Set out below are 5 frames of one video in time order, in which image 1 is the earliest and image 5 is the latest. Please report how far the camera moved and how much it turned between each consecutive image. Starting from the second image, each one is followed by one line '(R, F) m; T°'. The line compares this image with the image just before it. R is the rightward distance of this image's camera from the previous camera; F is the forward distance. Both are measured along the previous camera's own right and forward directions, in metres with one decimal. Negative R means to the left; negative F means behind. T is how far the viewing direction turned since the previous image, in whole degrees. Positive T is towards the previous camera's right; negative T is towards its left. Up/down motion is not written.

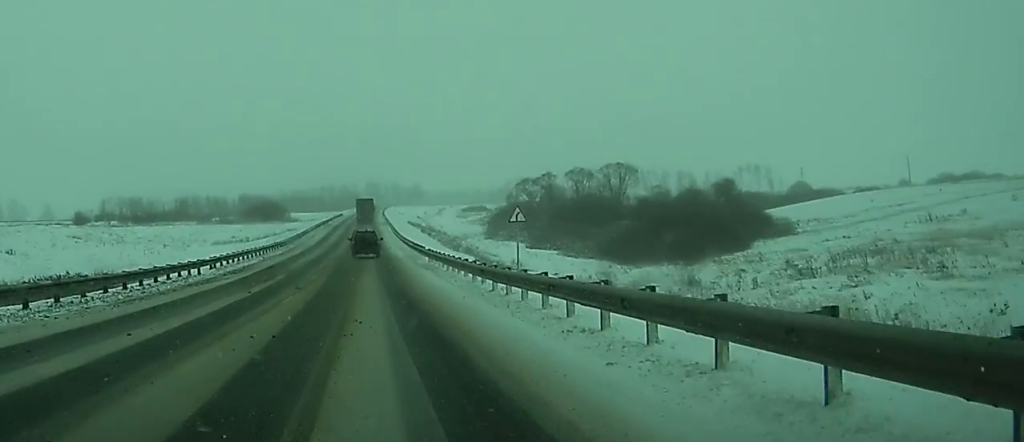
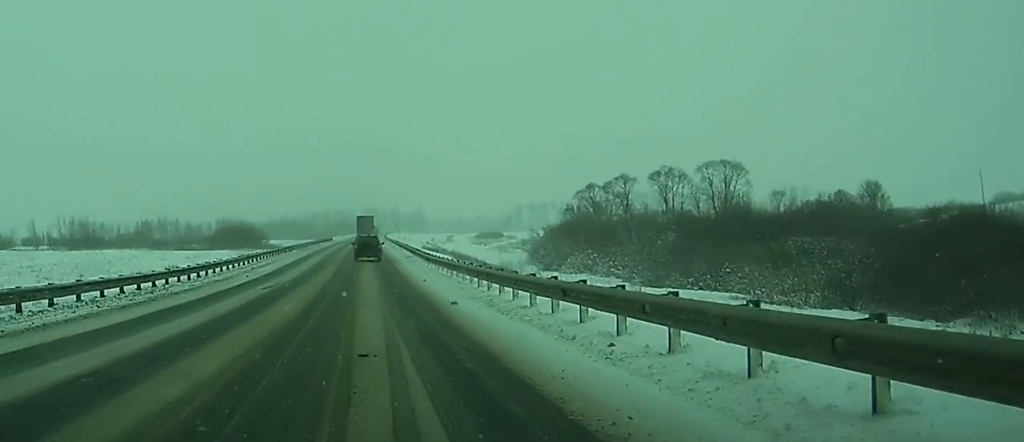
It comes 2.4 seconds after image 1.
(+0.2, +47.9) m; +1°
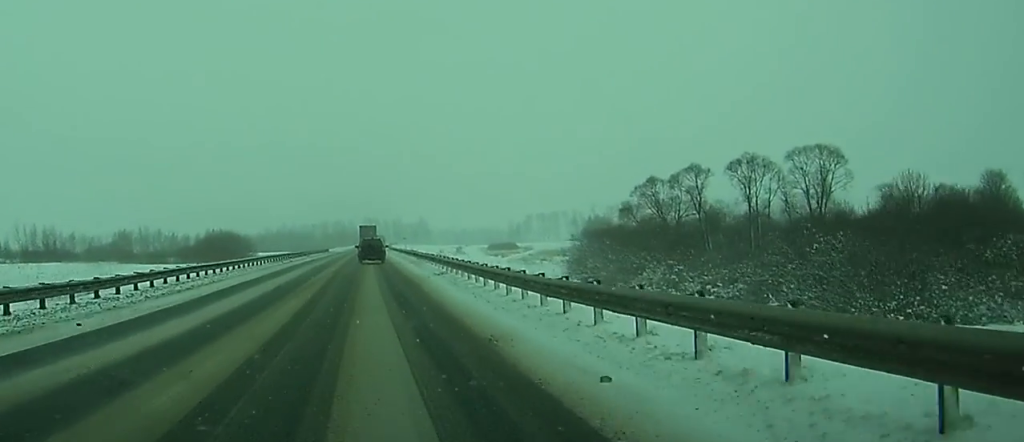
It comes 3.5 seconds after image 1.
(+0.1, +24.5) m; 0°
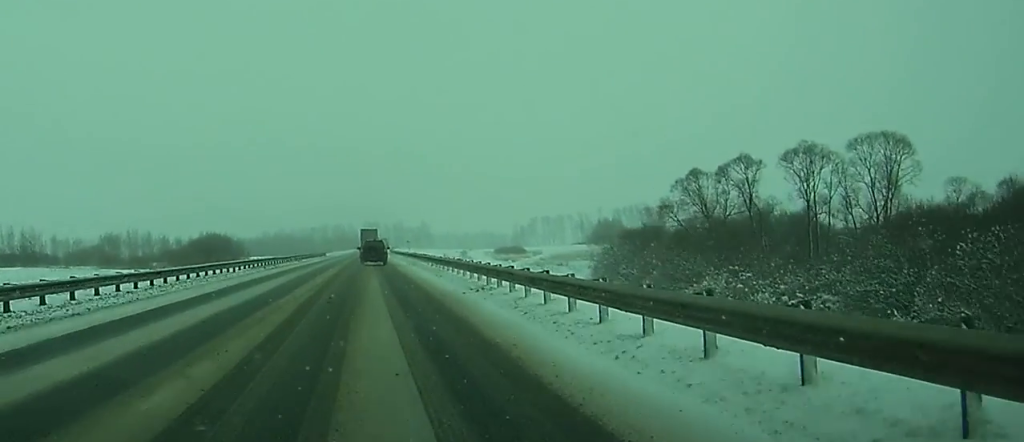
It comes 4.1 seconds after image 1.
(0.0, +12.1) m; 0°
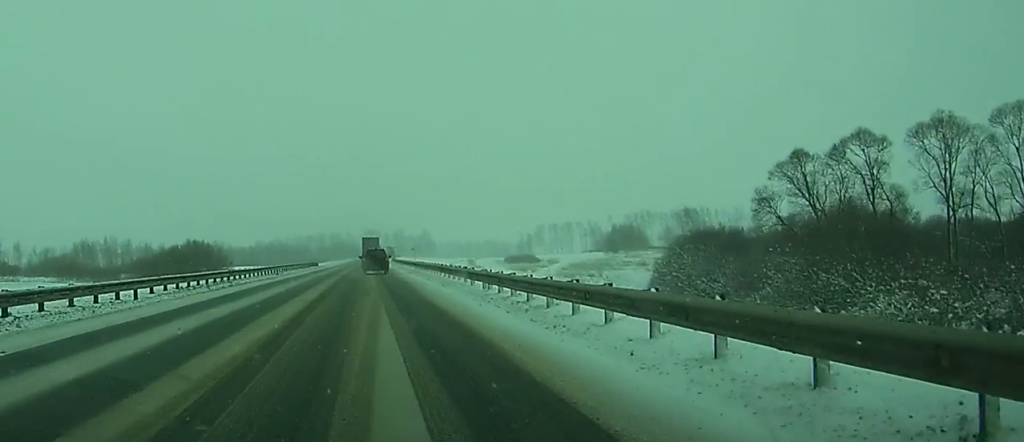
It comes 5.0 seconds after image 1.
(0.0, +20.1) m; 0°
